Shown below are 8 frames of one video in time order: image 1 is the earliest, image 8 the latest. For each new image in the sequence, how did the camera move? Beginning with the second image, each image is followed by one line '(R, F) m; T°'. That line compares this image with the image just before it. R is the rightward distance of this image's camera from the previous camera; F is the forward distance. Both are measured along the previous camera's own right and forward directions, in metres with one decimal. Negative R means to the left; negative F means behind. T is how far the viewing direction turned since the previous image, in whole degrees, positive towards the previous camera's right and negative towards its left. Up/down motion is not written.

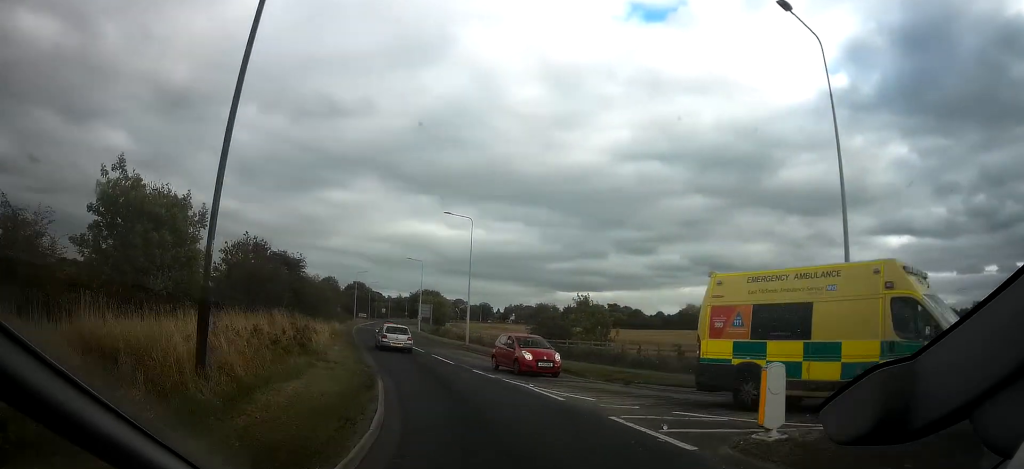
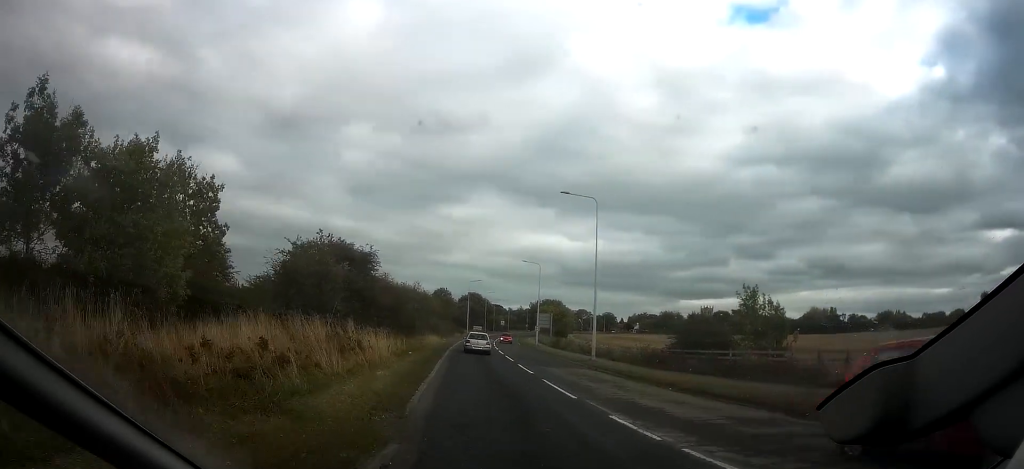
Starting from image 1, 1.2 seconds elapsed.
(-1.2, +9.6) m; -10°
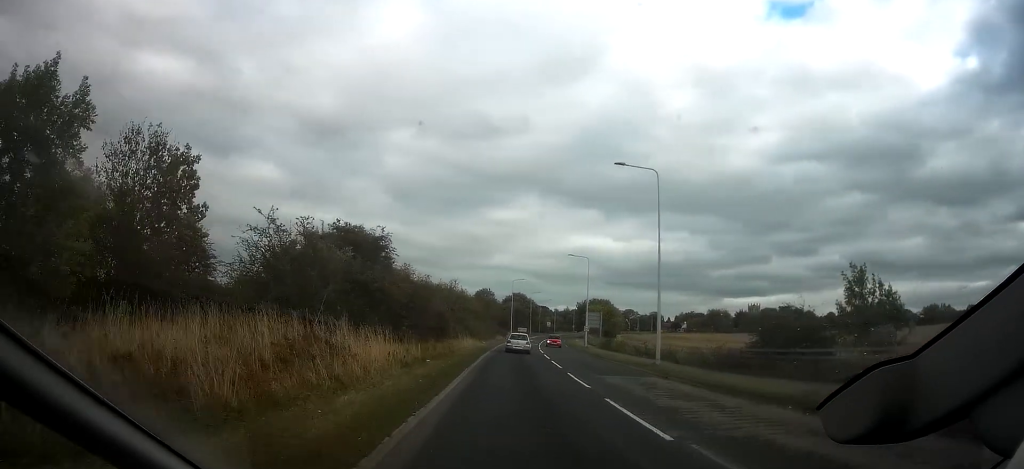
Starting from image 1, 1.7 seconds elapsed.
(-0.1, +6.3) m; -2°
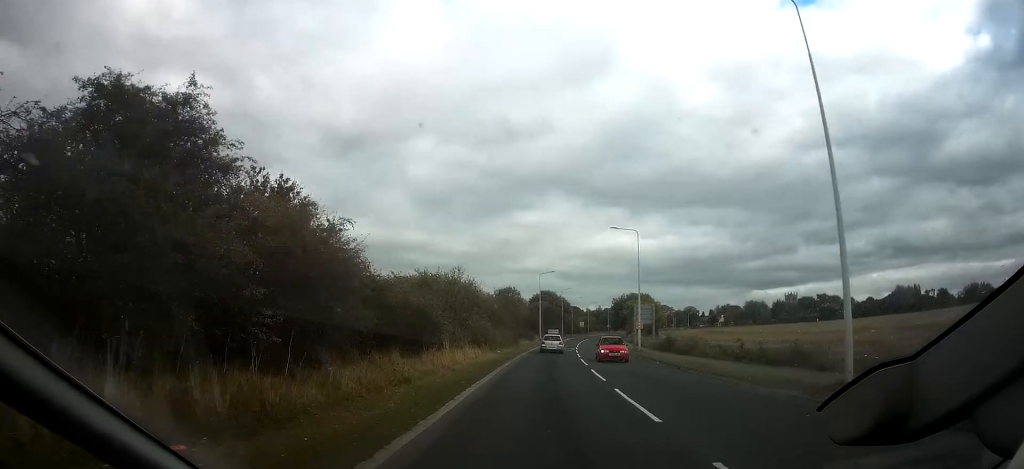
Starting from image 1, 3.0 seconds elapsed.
(-0.7, +15.6) m; -3°
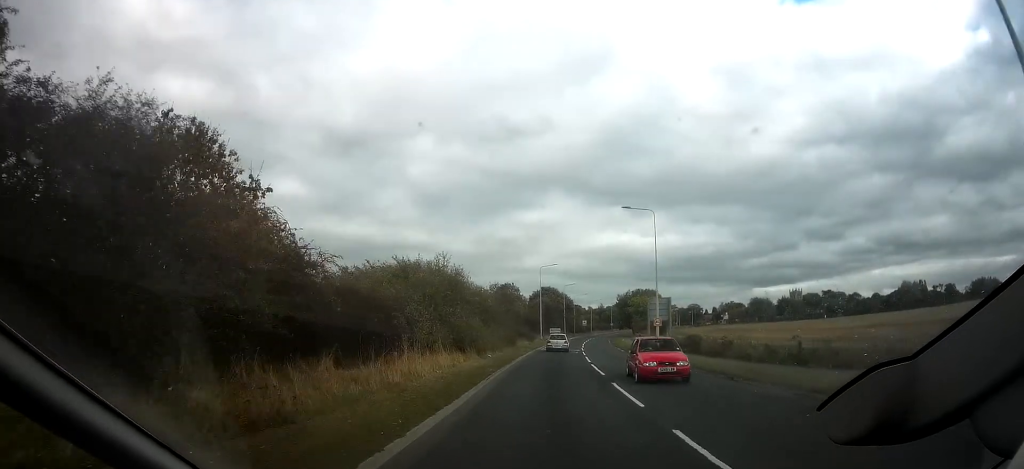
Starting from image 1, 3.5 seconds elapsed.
(0.0, +7.1) m; 0°
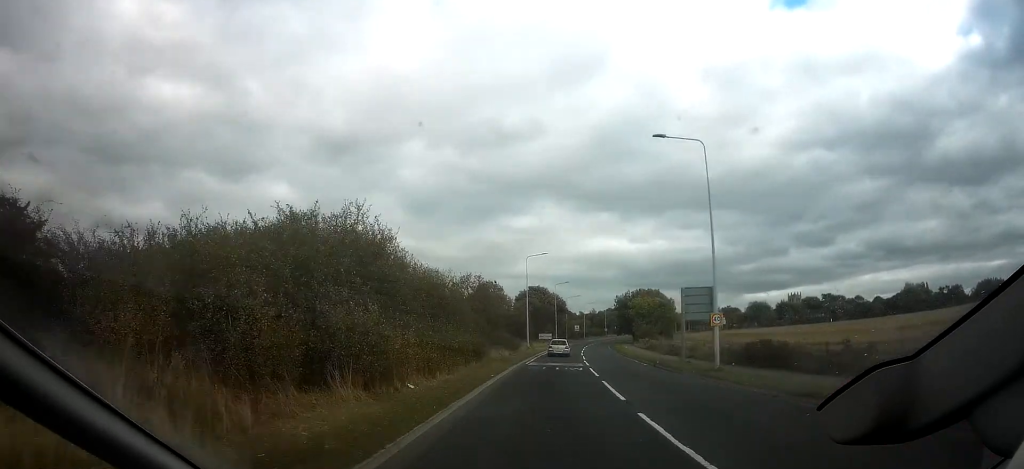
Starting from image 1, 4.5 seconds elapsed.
(+0.1, +16.3) m; 0°
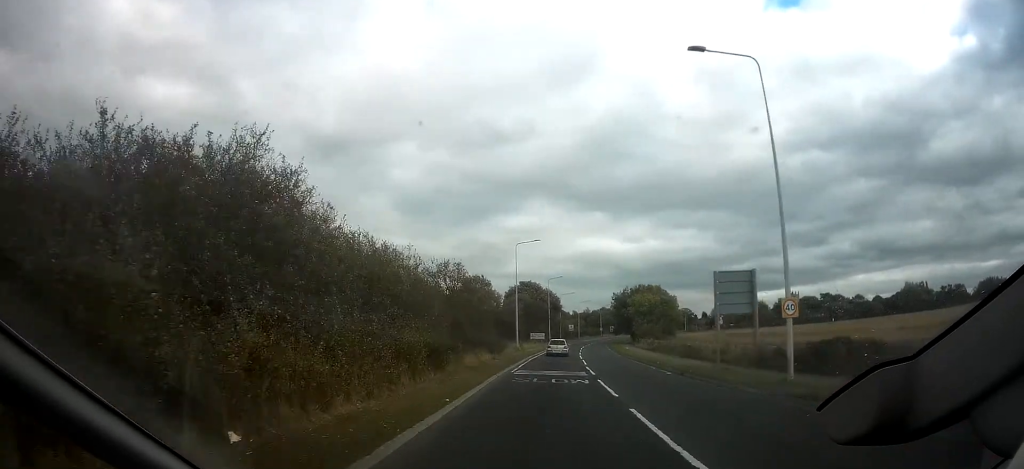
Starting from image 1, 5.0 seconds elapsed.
(-0.3, +8.2) m; +1°
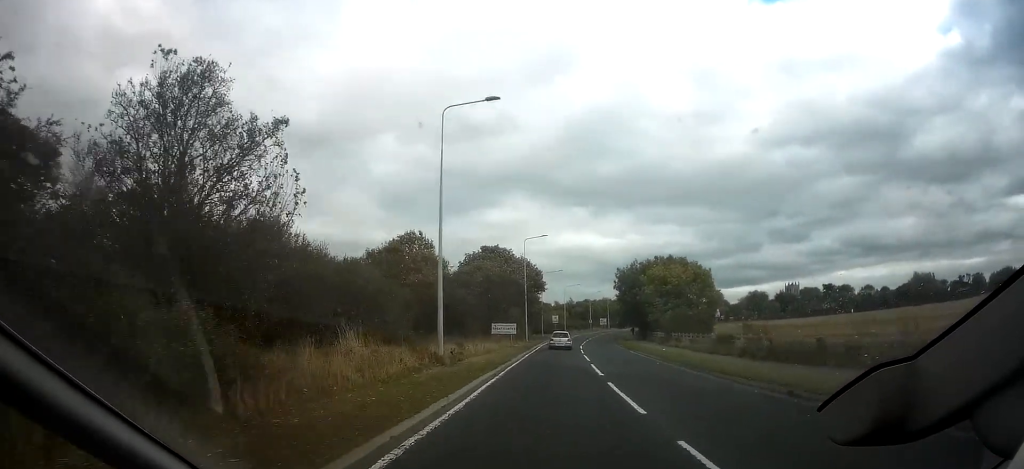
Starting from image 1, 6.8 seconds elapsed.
(+1.3, +31.7) m; +4°
